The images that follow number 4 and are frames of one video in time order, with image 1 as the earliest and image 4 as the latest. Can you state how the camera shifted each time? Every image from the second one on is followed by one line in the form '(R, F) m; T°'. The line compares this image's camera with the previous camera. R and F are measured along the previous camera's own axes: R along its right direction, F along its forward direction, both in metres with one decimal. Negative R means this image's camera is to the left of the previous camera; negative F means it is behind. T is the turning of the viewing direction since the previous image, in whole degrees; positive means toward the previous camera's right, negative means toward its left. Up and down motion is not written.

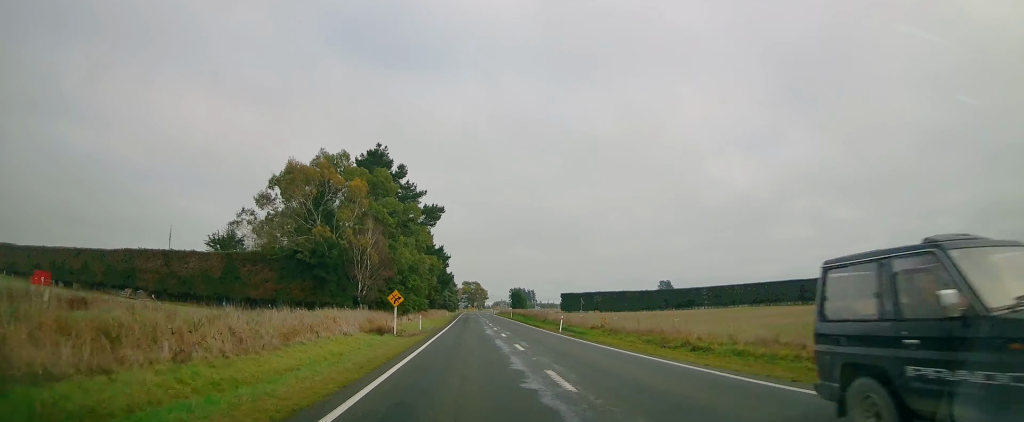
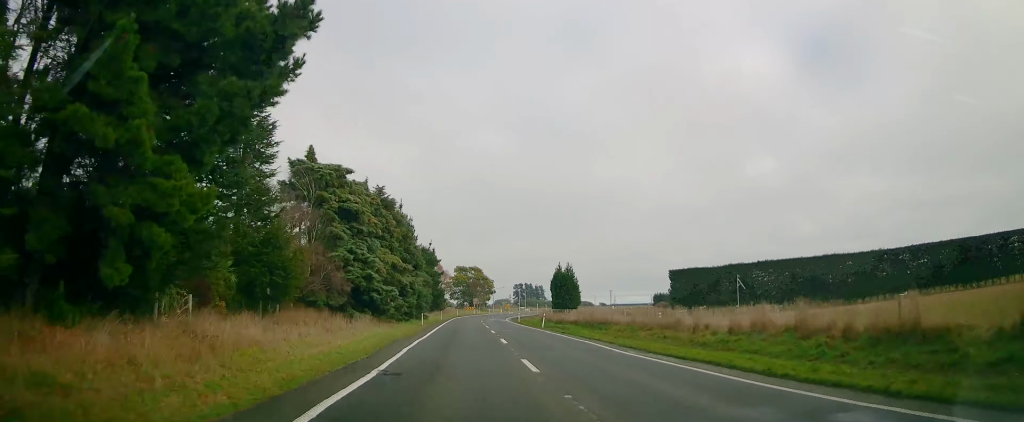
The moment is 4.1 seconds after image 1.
(+0.4, +106.5) m; 0°
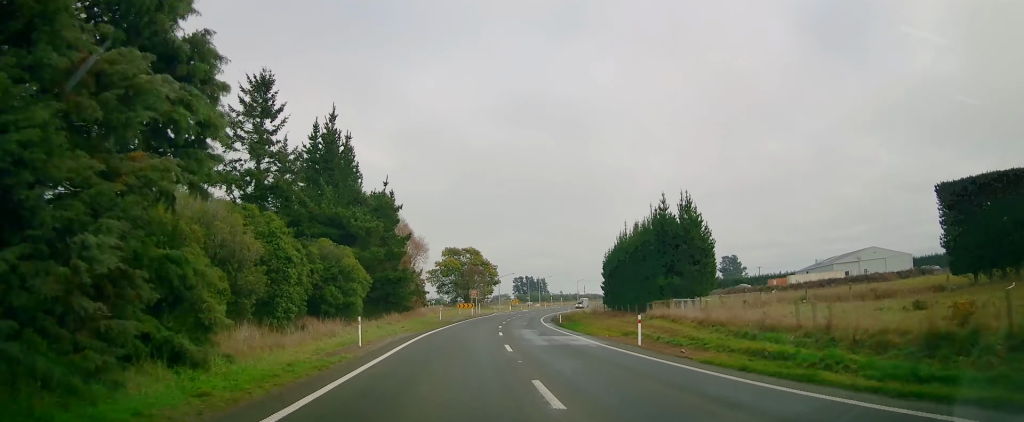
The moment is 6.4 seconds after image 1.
(+0.2, +54.9) m; +1°
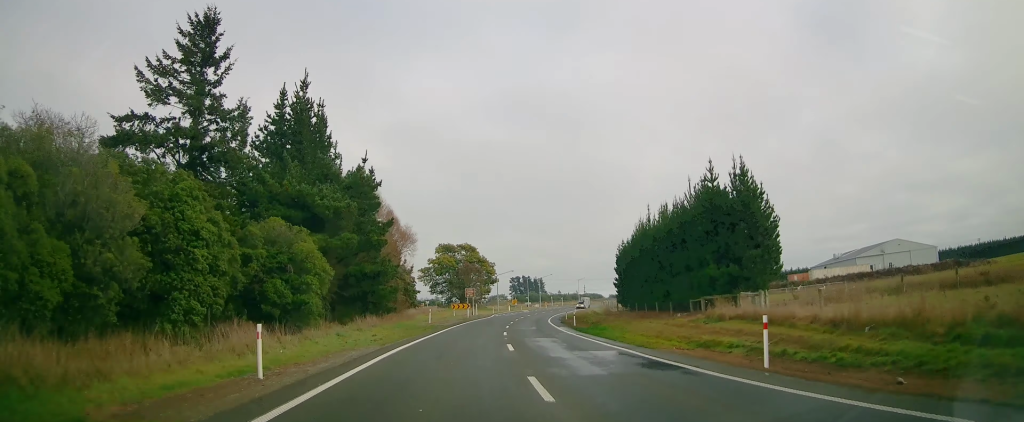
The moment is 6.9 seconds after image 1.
(+0.2, +9.6) m; 0°
